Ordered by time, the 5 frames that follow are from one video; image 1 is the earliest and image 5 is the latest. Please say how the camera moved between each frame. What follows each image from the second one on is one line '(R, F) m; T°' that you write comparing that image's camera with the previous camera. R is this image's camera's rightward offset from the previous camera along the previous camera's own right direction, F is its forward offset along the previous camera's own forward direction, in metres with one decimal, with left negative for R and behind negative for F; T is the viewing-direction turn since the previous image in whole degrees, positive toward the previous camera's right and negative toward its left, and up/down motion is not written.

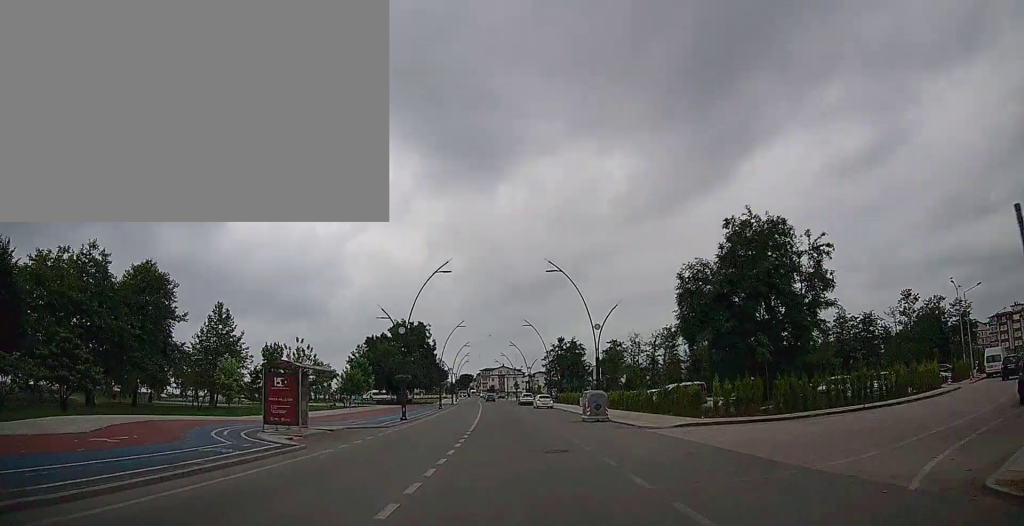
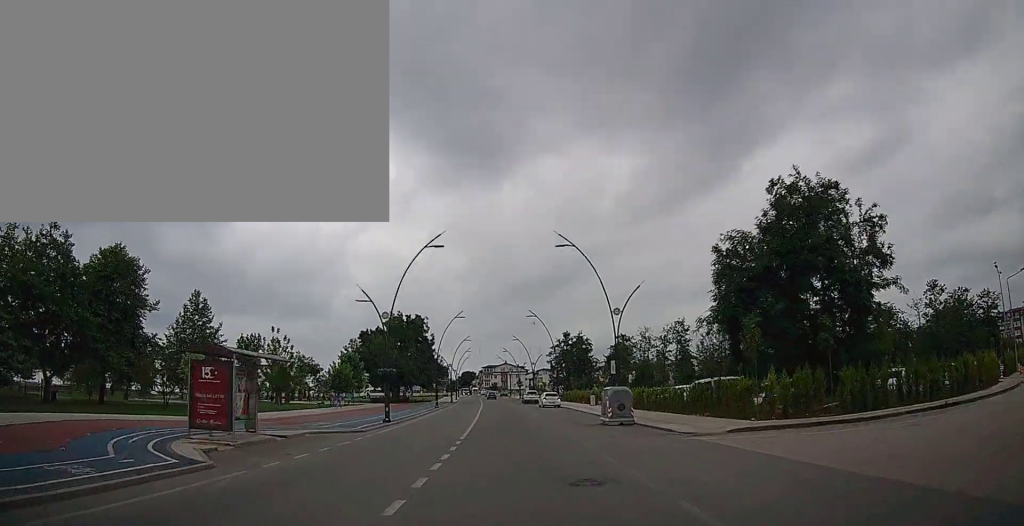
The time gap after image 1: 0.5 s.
(0.0, +5.5) m; 0°
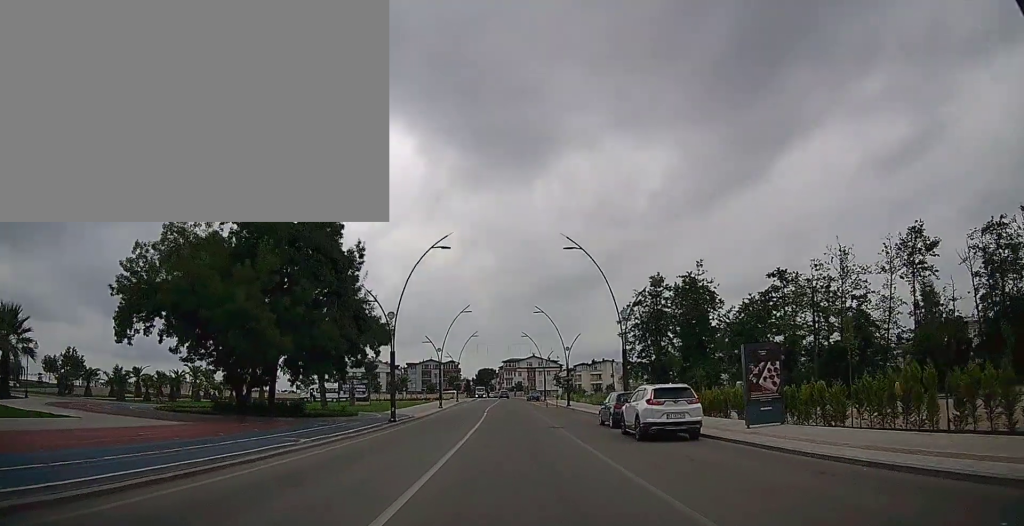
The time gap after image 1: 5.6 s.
(-1.8, +53.3) m; -2°
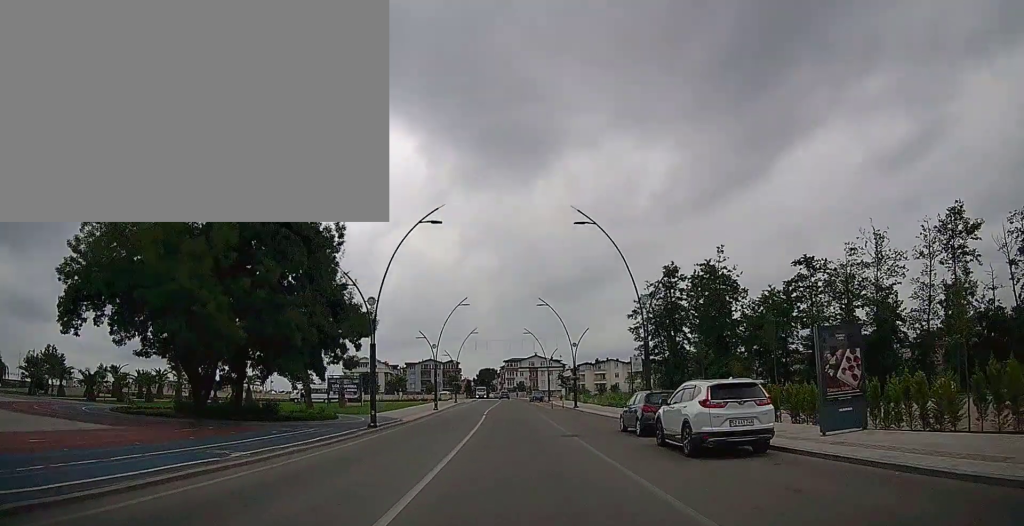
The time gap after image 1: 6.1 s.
(0.0, +4.5) m; 0°
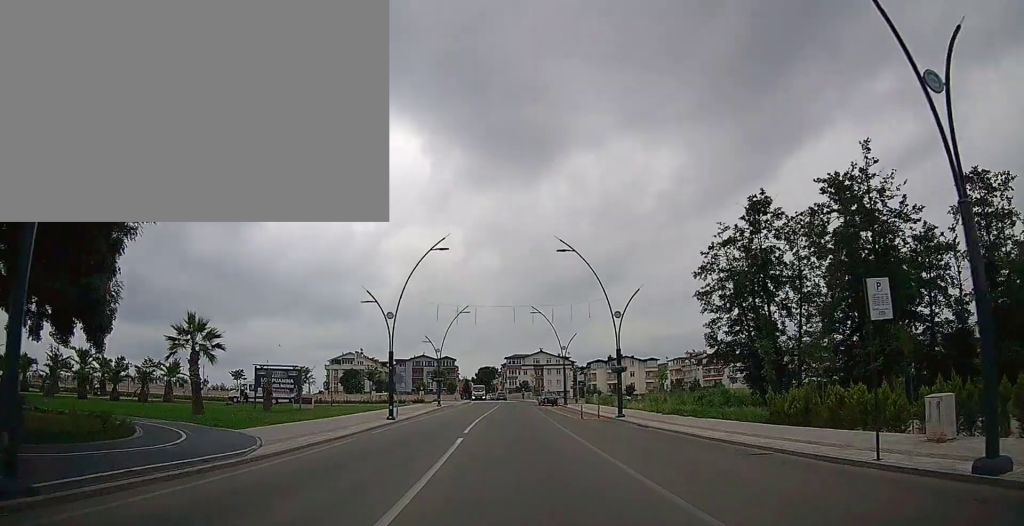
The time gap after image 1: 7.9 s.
(-0.3, +19.0) m; -1°
